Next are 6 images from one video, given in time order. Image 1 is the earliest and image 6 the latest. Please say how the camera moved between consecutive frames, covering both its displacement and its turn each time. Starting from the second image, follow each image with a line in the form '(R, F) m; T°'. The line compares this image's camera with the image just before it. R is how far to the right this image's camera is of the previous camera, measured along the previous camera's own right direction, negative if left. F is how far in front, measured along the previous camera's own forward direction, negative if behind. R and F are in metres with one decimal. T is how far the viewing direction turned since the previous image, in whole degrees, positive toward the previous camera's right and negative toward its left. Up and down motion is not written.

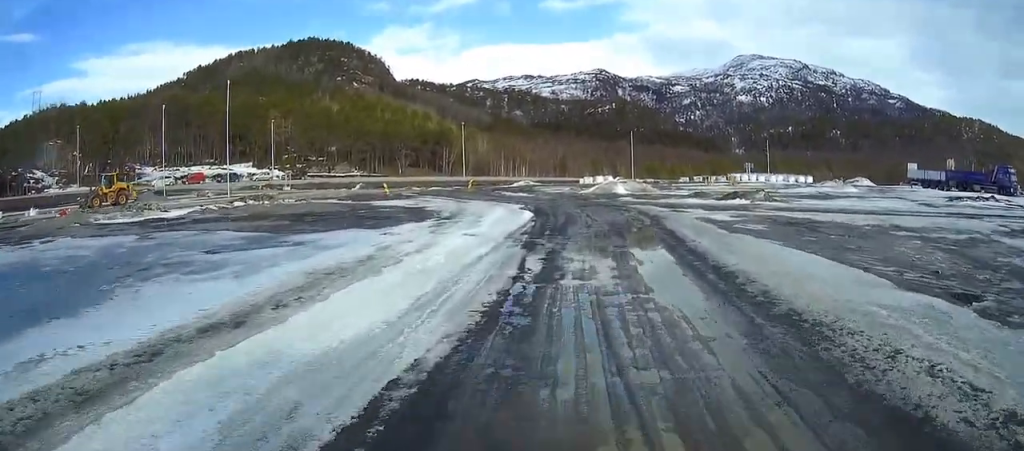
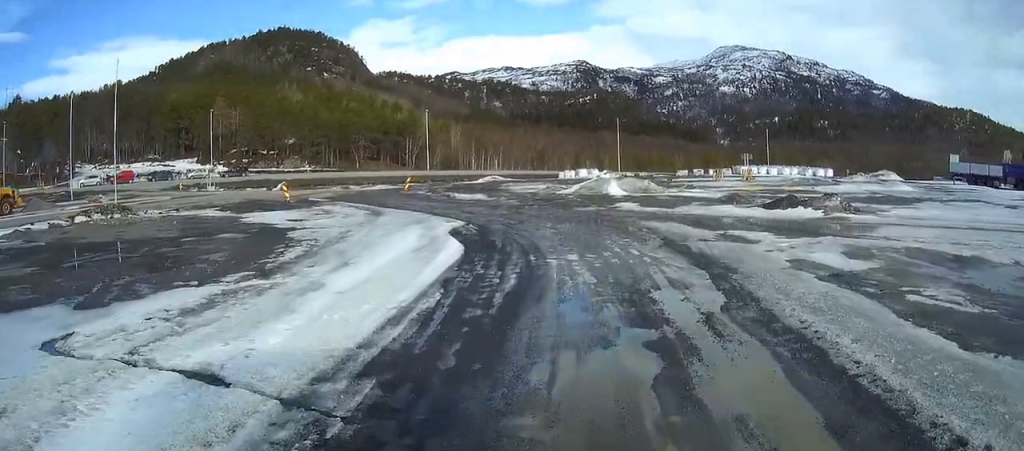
(-0.6, +15.0) m; -2°
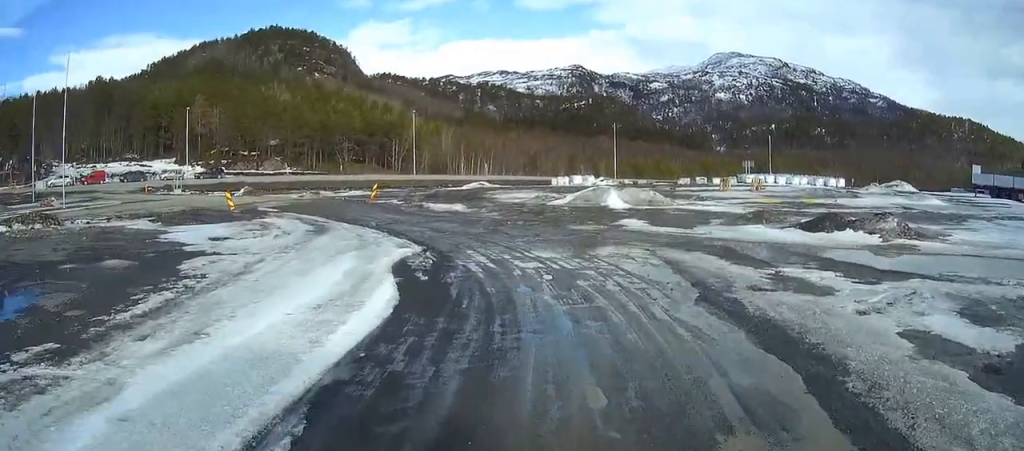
(+0.1, +6.1) m; +1°
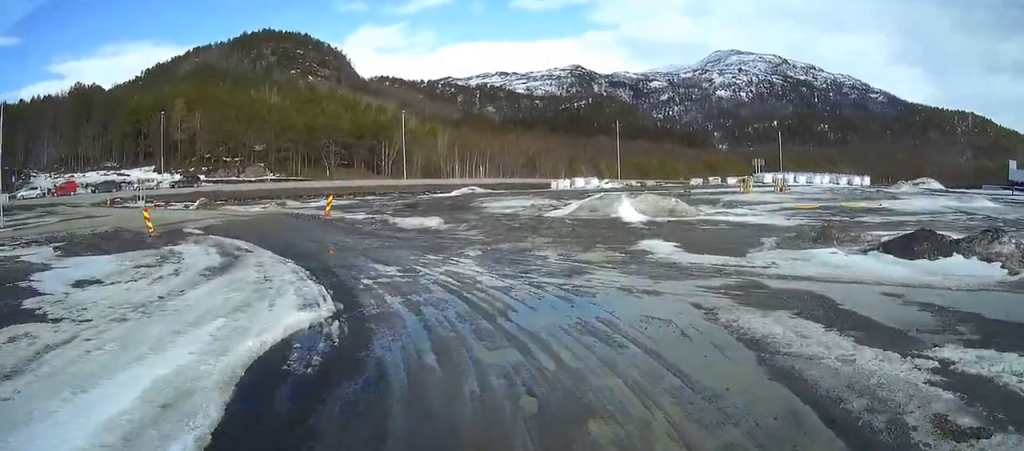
(+0.1, +7.4) m; 0°
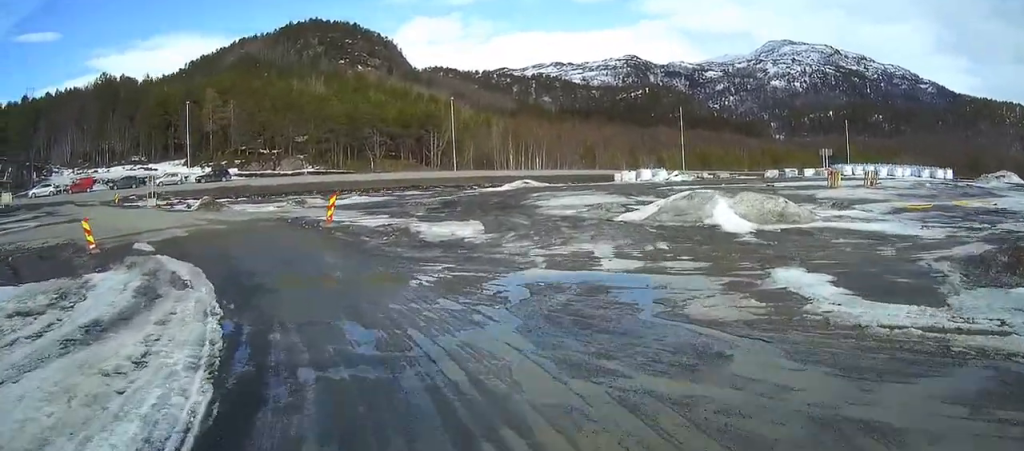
(-0.2, +7.7) m; -3°
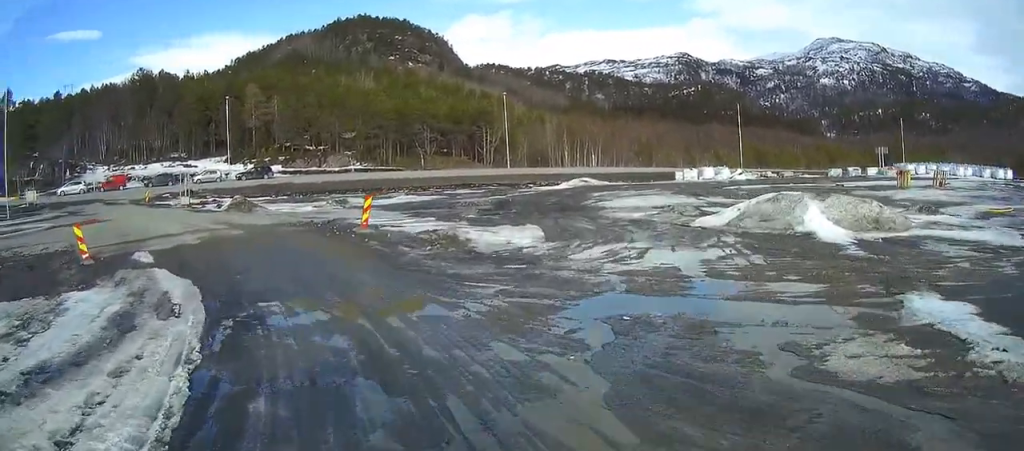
(0.0, +3.3) m; -3°
